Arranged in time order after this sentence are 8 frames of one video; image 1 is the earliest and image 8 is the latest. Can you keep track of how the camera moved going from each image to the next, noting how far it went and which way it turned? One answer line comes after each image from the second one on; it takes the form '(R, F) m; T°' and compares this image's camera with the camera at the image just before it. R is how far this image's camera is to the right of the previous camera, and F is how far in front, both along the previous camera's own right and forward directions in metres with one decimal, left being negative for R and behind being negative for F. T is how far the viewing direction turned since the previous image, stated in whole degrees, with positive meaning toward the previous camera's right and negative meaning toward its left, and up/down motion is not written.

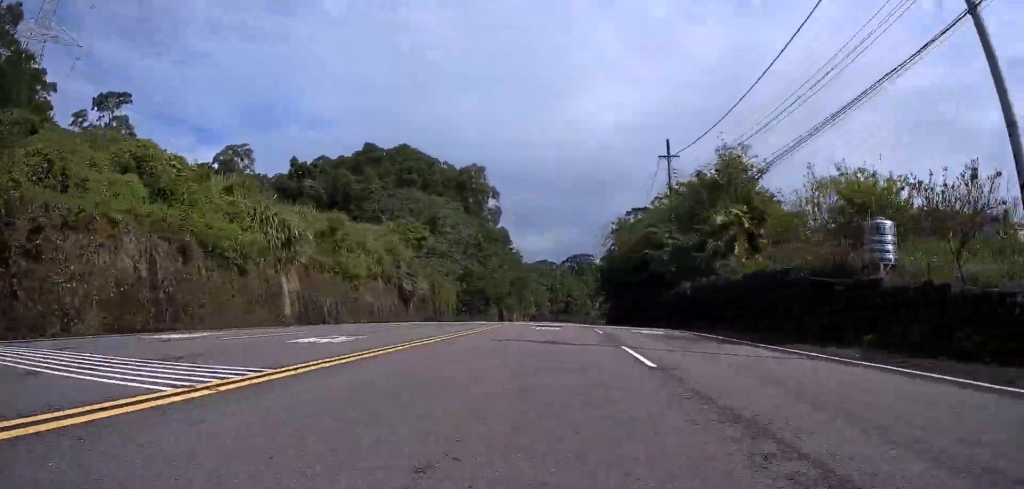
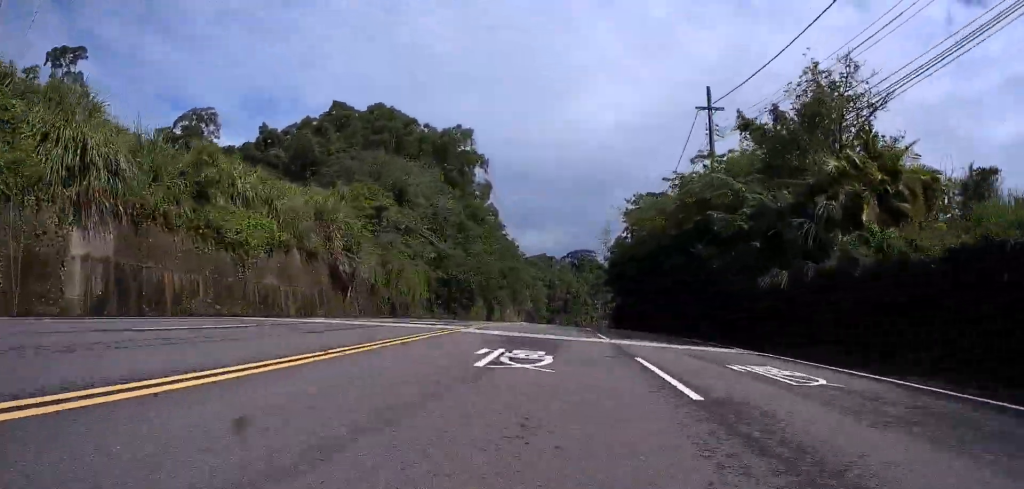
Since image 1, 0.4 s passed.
(+0.2, +12.3) m; -1°
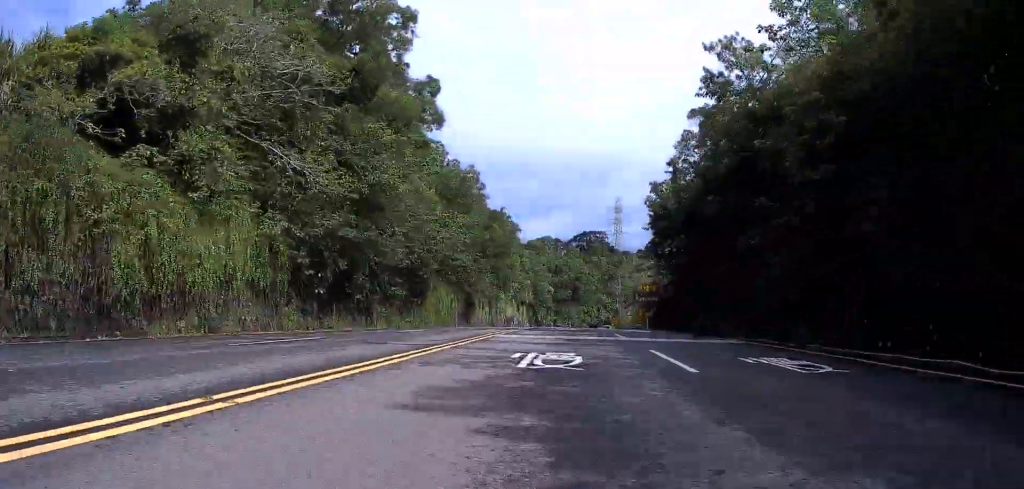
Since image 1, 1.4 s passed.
(-0.9, +27.3) m; -1°
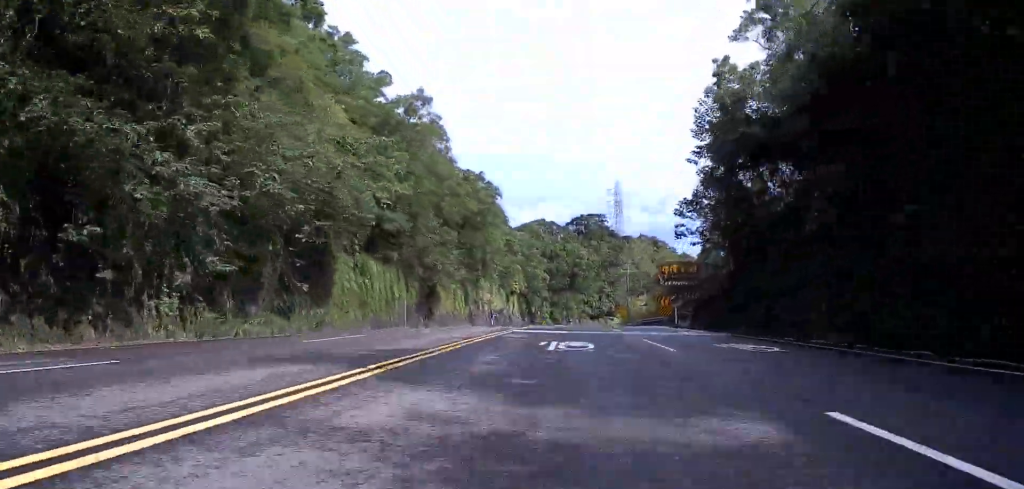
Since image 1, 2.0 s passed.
(0.0, +16.8) m; +1°
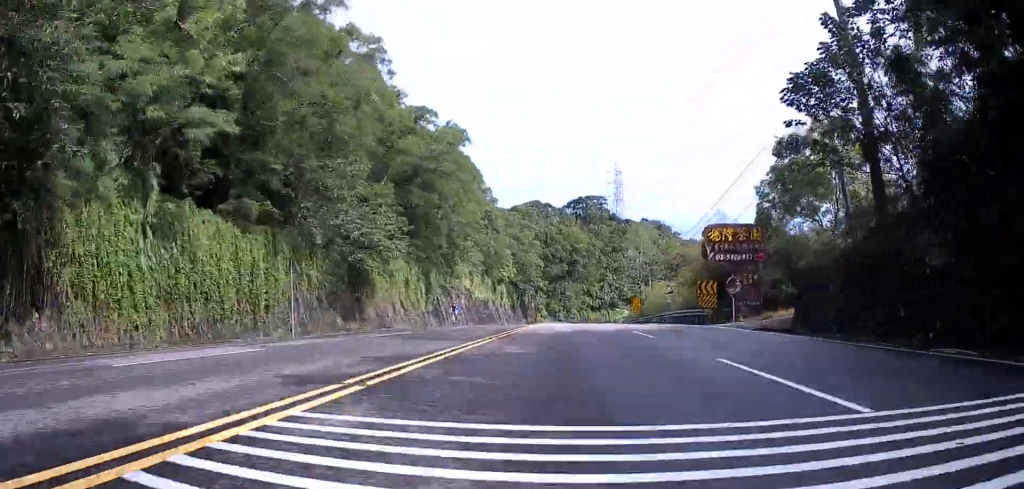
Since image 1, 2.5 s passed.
(+0.5, +15.8) m; +1°
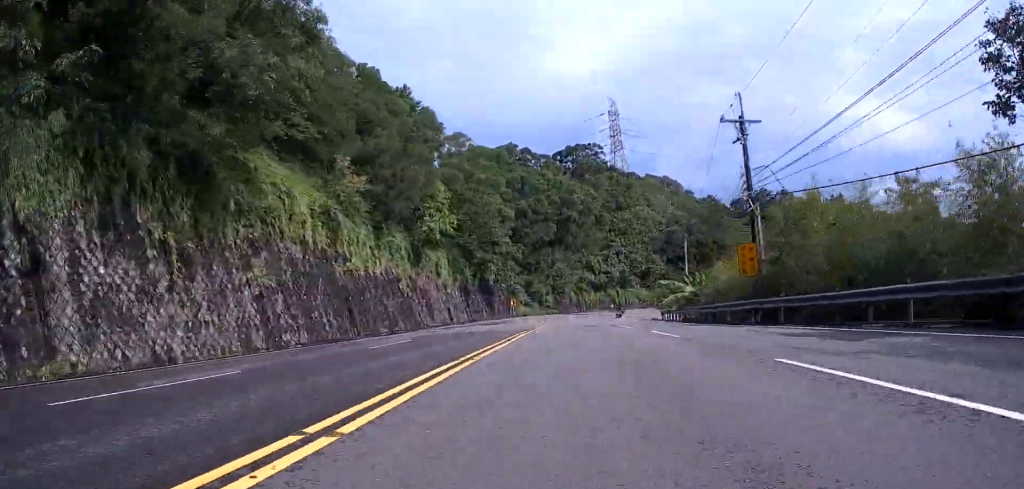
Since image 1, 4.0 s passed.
(+1.1, +40.4) m; +5°
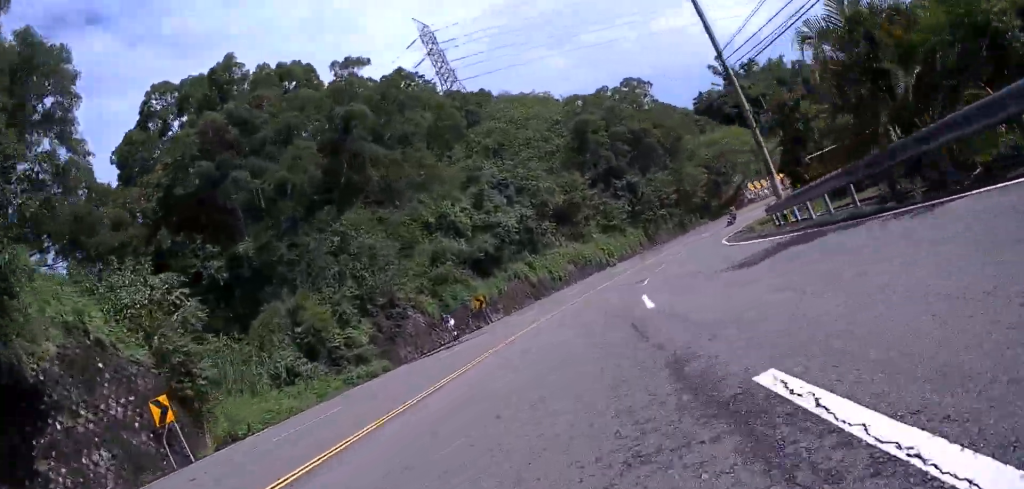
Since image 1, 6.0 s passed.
(+4.2, +51.0) m; +9°
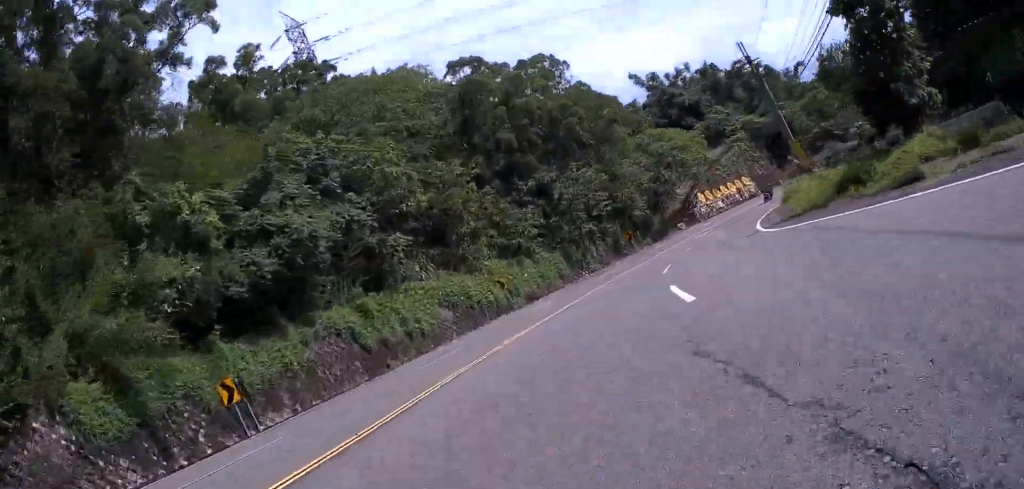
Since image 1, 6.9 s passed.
(+0.5, +20.5) m; +9°
